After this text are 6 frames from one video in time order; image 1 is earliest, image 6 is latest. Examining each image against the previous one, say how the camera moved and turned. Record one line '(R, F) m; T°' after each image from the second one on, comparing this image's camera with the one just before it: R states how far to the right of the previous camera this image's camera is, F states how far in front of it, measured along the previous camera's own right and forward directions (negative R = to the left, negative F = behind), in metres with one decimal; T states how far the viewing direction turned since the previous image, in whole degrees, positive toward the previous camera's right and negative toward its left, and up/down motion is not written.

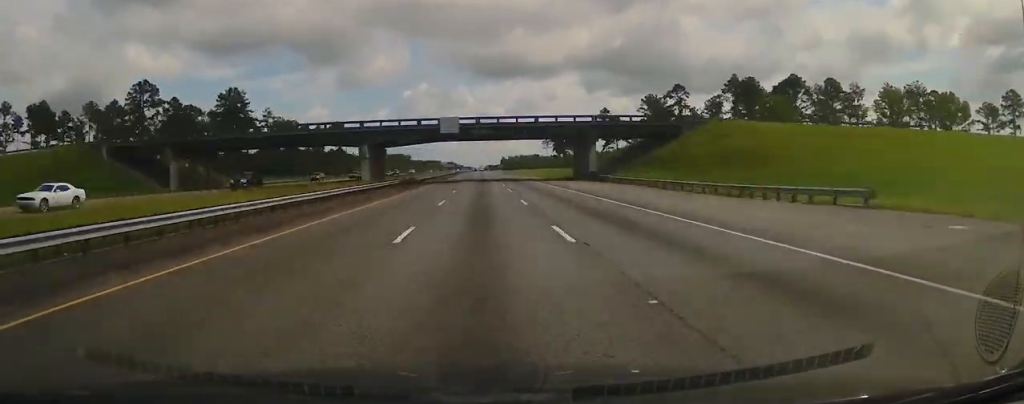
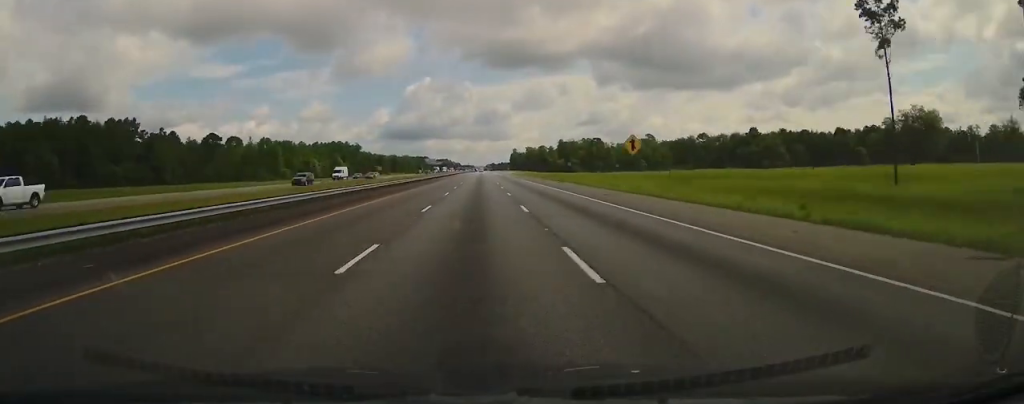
(+0.7, +282.8) m; 0°
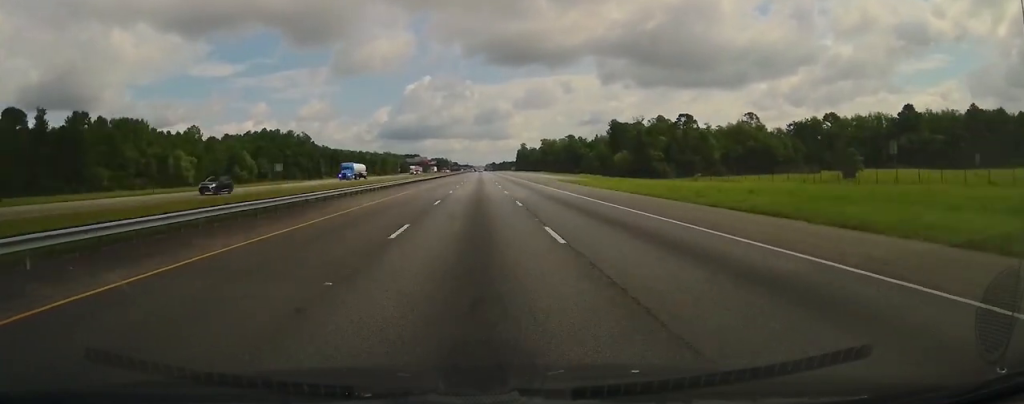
(-0.7, +117.9) m; 0°
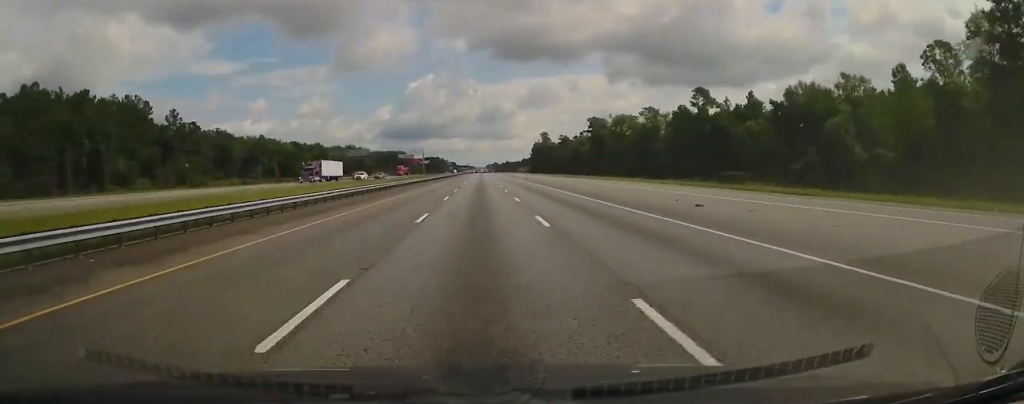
(0.0, +141.2) m; 0°
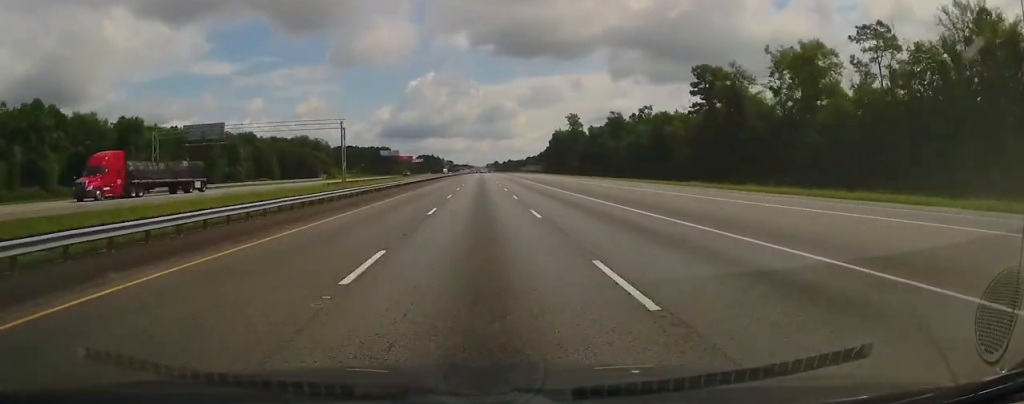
(-0.1, +93.9) m; 0°
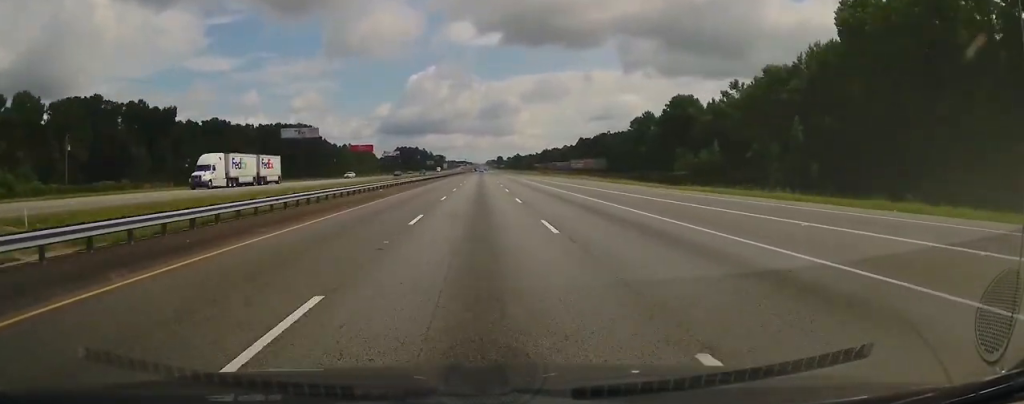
(+1.5, +222.8) m; 0°
